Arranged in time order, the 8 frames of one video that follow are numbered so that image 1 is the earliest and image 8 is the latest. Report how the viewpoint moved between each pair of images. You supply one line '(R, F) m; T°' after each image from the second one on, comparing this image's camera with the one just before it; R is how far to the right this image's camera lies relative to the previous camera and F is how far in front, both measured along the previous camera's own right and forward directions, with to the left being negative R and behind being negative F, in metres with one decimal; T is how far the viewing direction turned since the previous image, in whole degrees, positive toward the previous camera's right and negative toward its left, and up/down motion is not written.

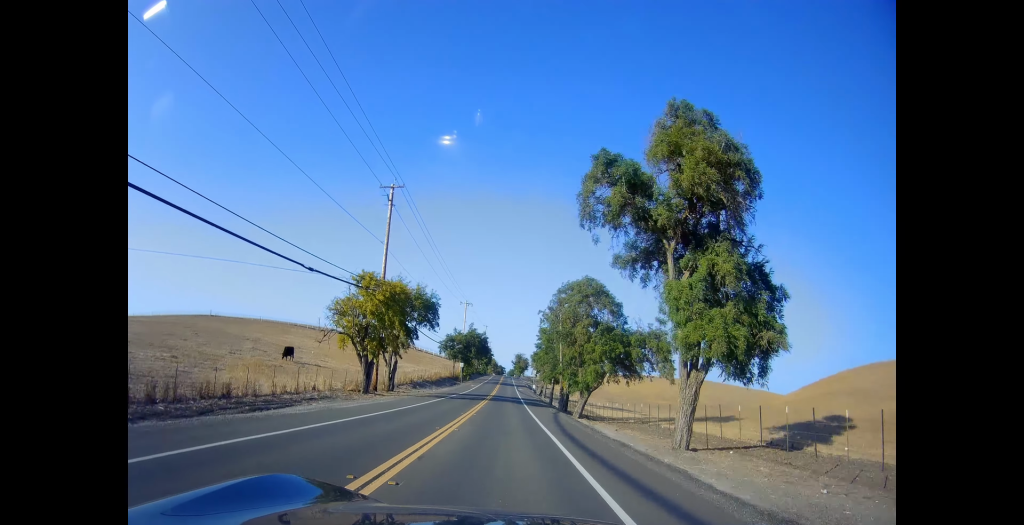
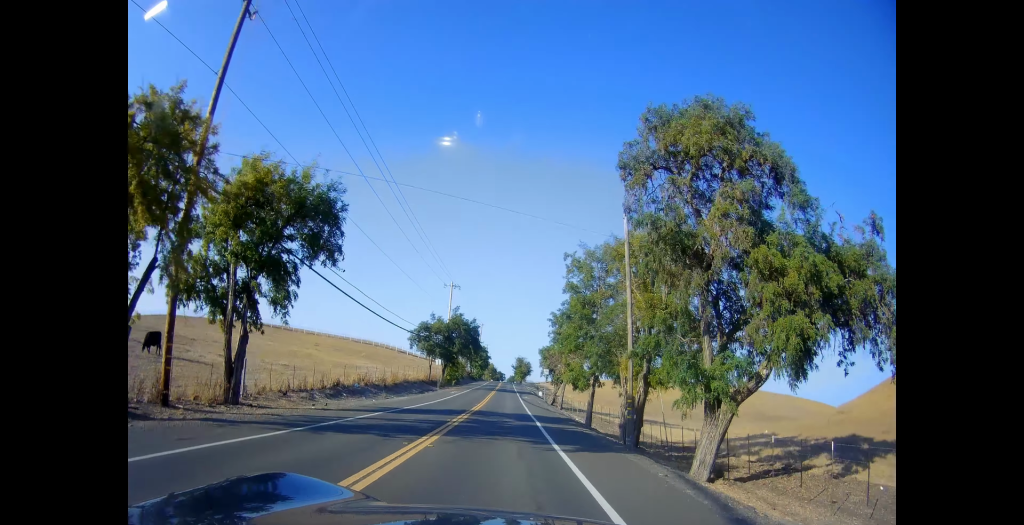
(-0.6, +26.4) m; 0°
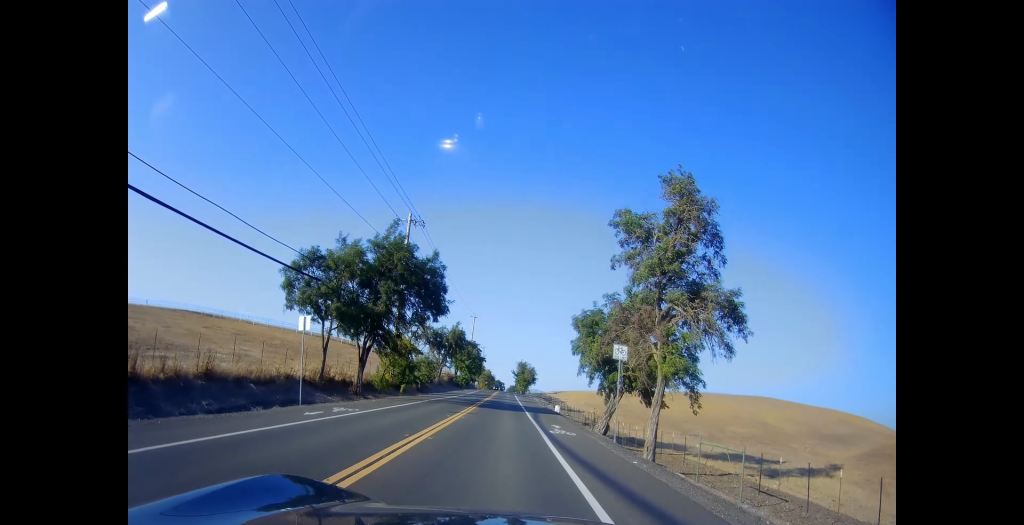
(+0.8, +36.9) m; +1°
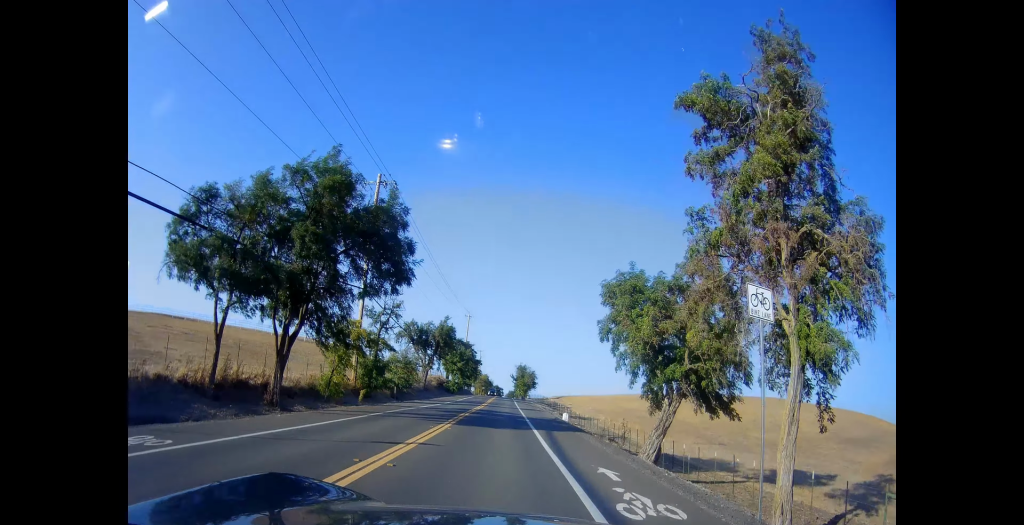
(0.0, +11.1) m; 0°
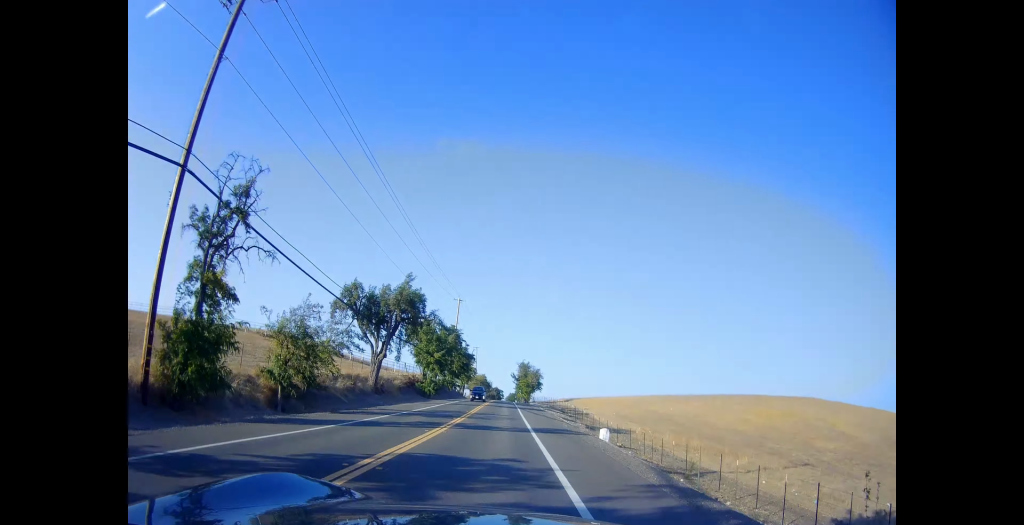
(-0.1, +23.1) m; -1°
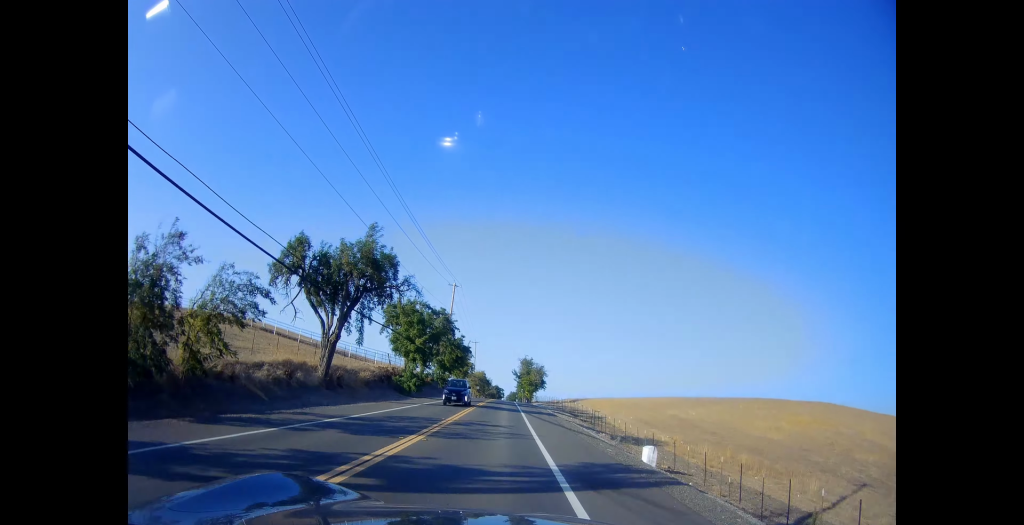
(-0.3, +11.1) m; 0°
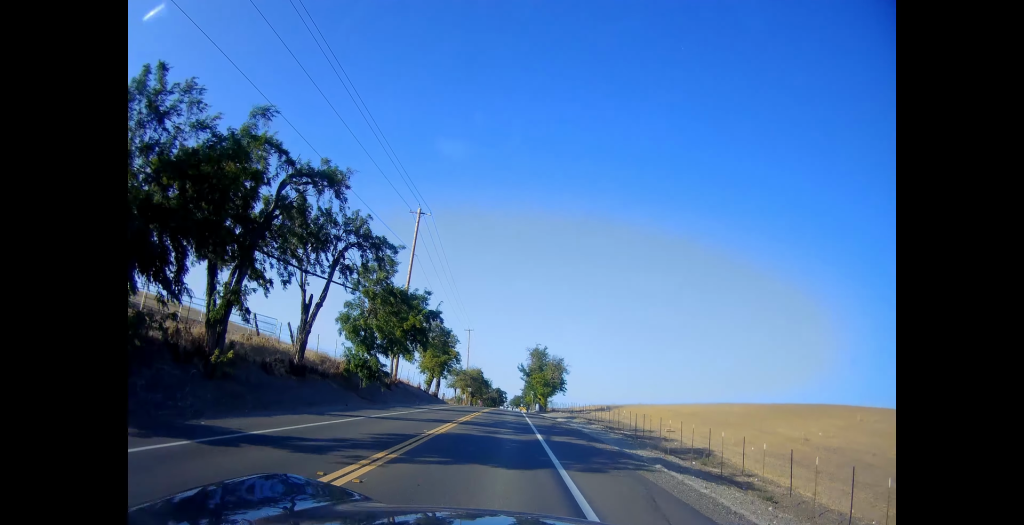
(+0.9, +35.9) m; +1°
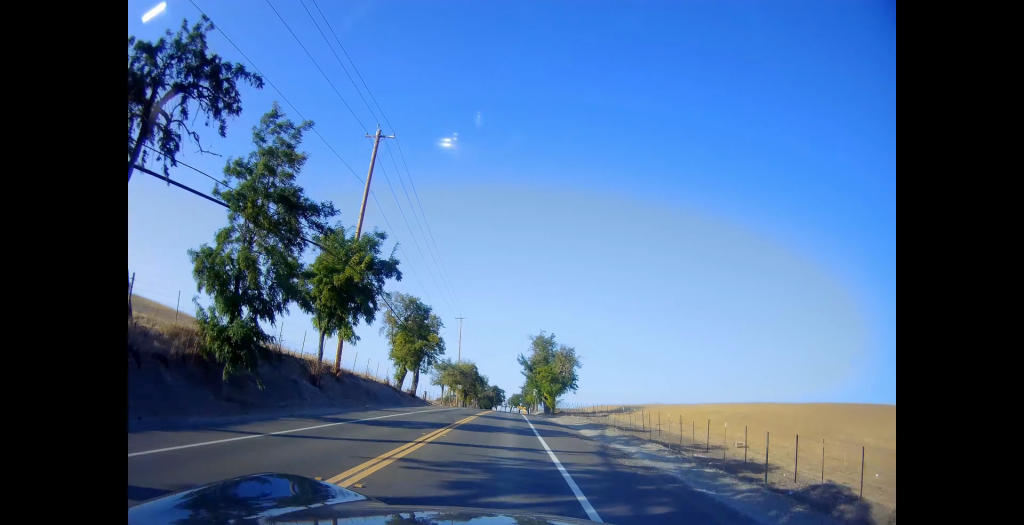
(-0.1, +15.4) m; -1°
